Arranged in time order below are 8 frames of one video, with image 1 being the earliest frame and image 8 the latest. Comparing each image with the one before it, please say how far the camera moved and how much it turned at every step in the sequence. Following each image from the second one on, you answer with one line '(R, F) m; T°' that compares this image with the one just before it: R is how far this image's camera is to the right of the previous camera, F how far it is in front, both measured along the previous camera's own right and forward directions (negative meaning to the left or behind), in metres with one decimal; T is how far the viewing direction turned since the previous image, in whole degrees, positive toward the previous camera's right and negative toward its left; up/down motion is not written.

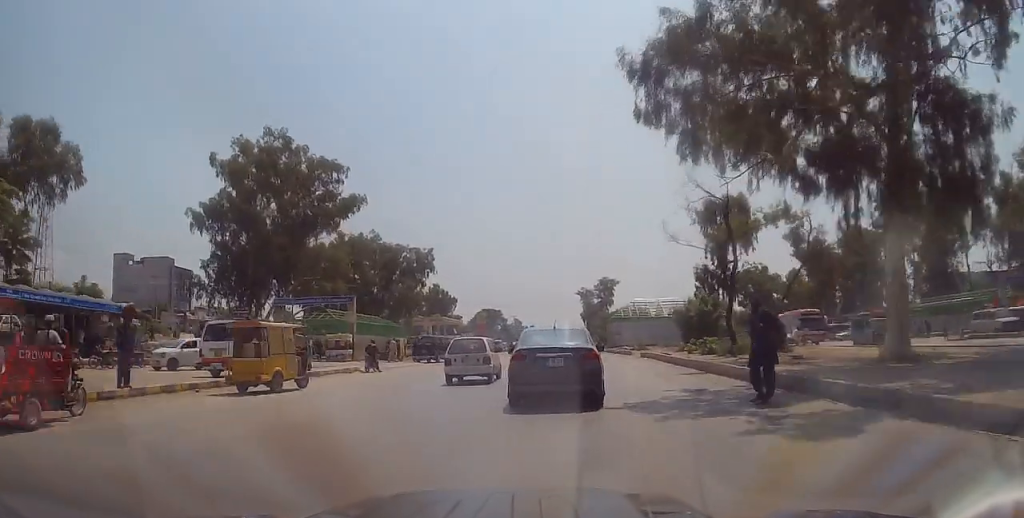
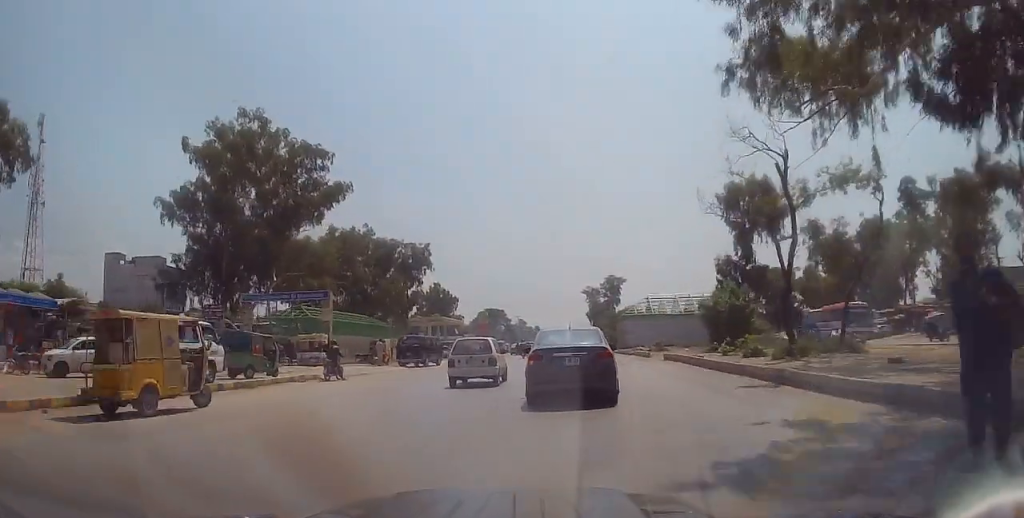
(+0.1, +6.0) m; 0°
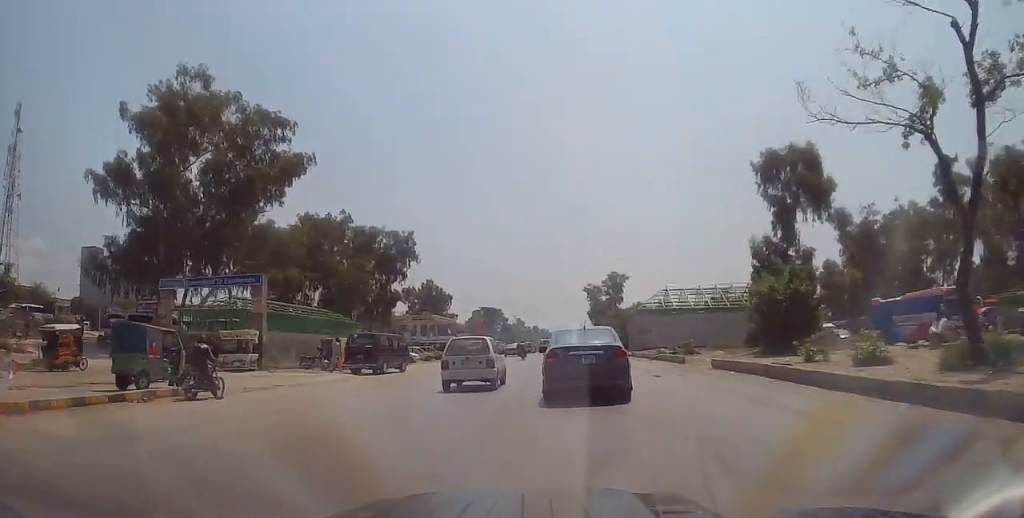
(+0.2, +9.5) m; 0°
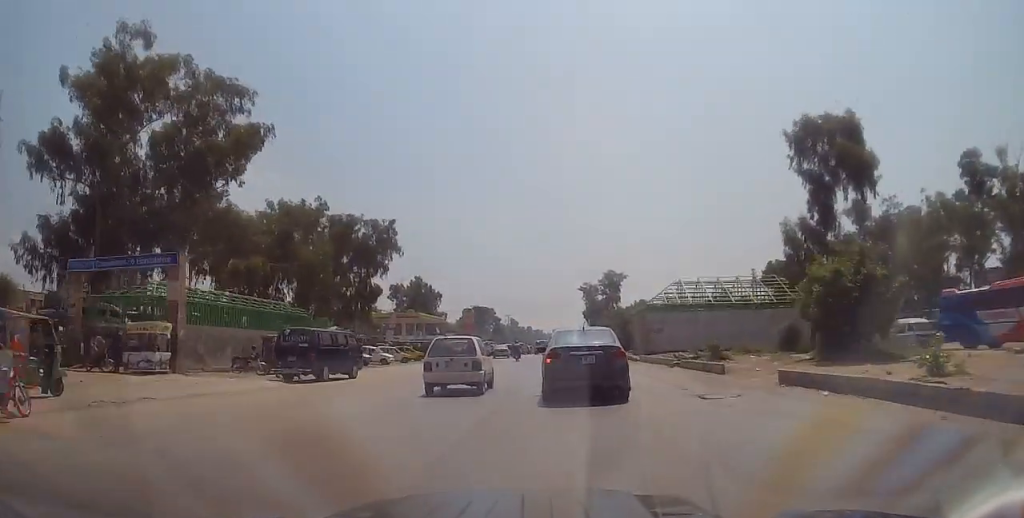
(-0.1, +7.1) m; -1°
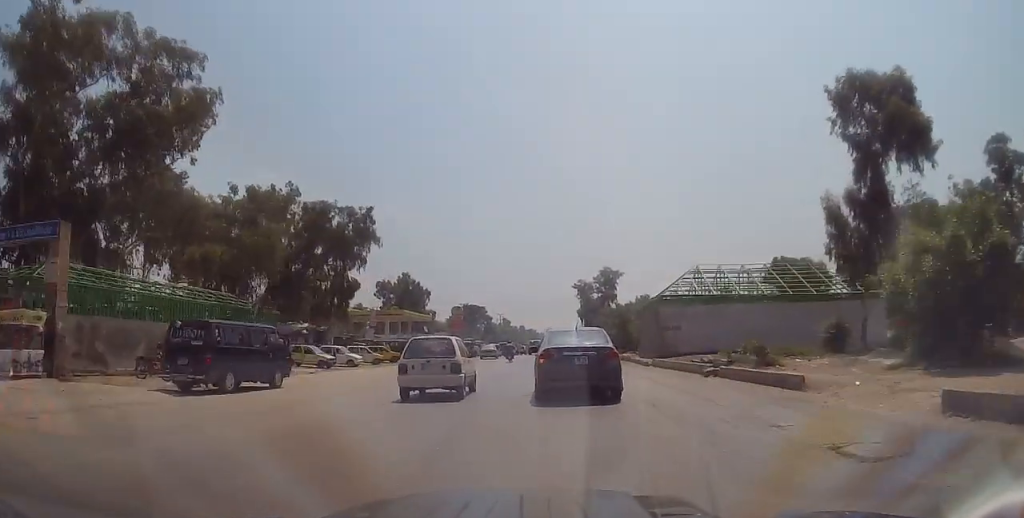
(0.0, +6.6) m; -1°
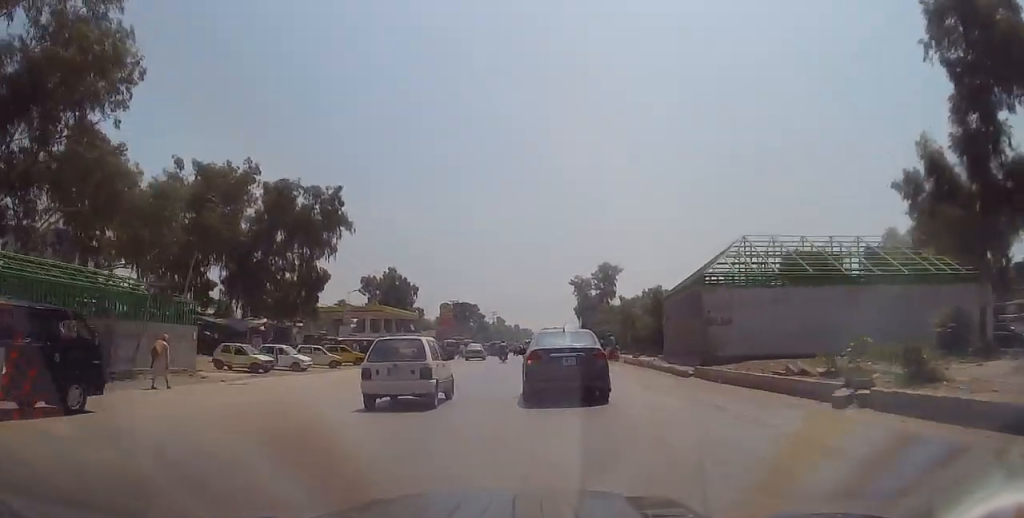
(-0.2, +8.8) m; 0°
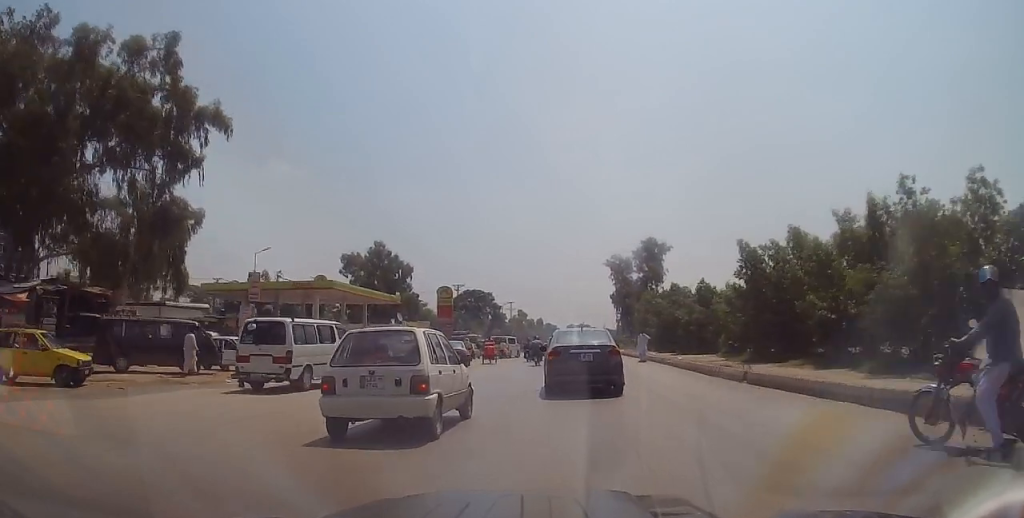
(+0.4, +31.3) m; 0°
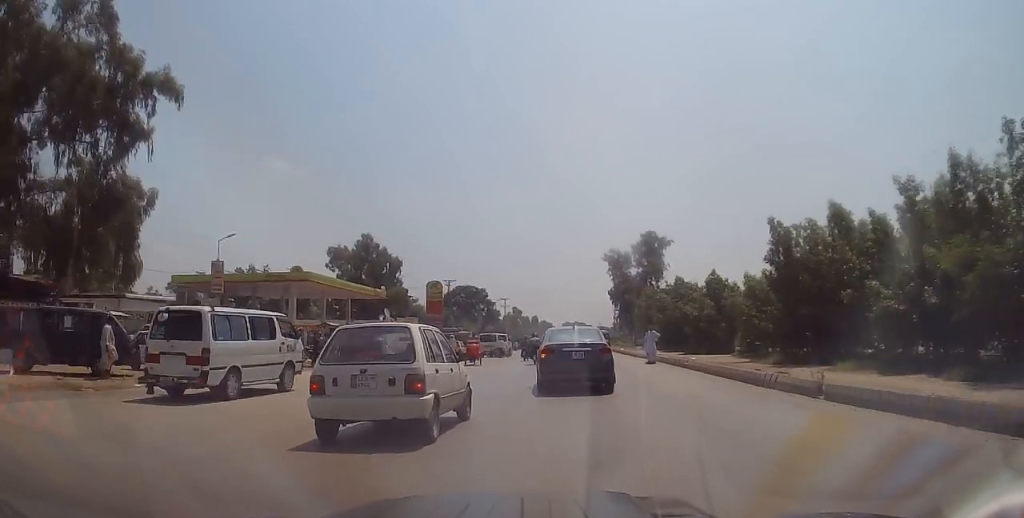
(0.0, +4.9) m; -1°
